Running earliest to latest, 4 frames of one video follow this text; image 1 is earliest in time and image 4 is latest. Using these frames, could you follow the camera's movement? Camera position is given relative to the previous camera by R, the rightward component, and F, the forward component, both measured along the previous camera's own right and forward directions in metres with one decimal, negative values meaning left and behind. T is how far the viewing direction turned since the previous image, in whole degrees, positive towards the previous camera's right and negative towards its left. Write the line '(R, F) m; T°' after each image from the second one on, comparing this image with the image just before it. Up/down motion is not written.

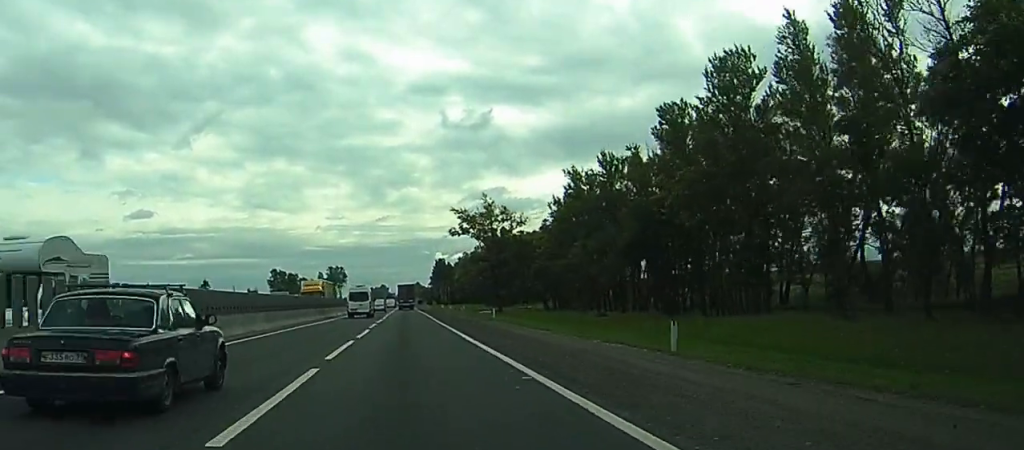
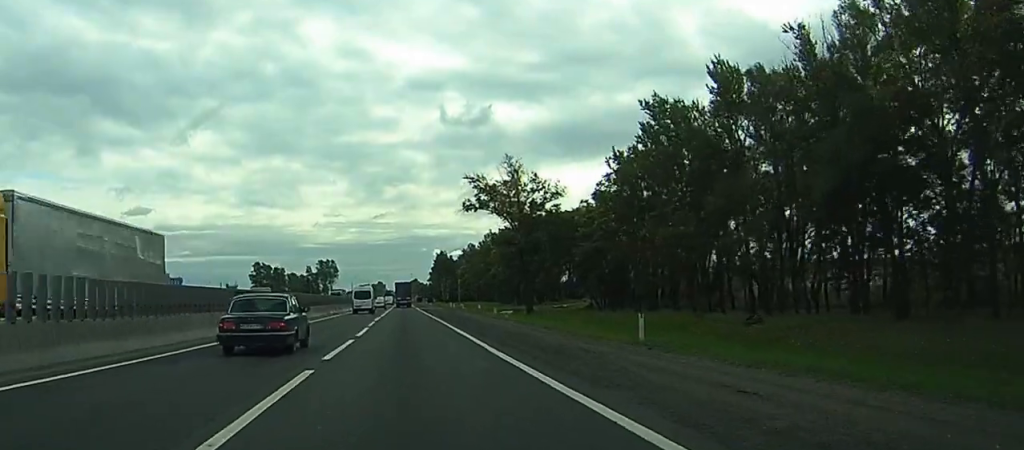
(0.0, +36.3) m; 0°
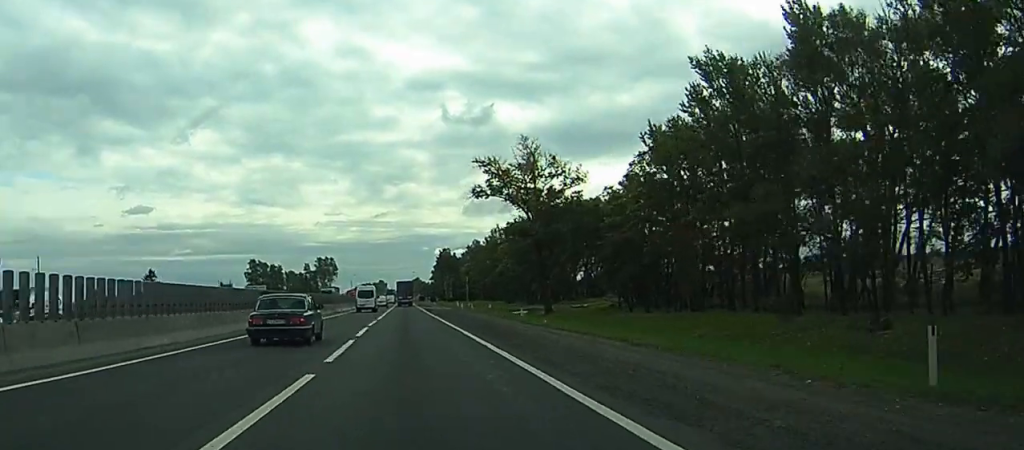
(0.0, +12.8) m; 0°
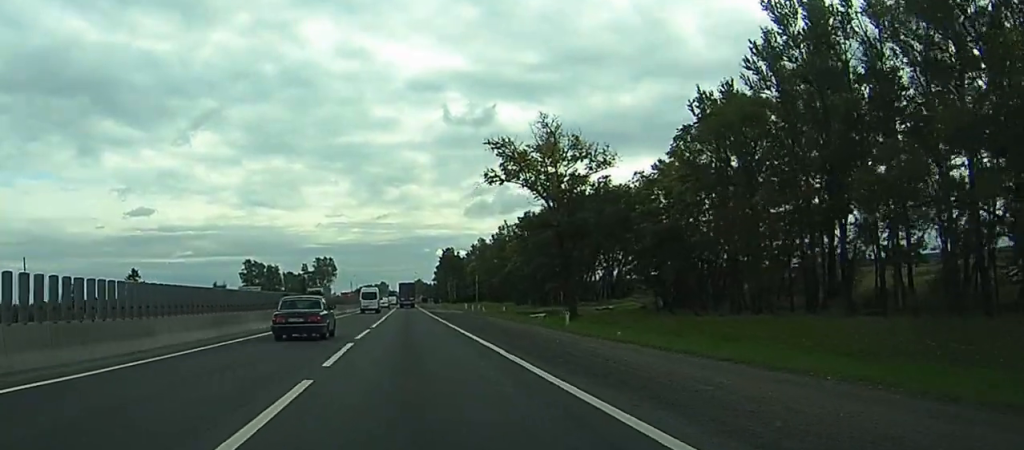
(0.0, +12.8) m; 0°
